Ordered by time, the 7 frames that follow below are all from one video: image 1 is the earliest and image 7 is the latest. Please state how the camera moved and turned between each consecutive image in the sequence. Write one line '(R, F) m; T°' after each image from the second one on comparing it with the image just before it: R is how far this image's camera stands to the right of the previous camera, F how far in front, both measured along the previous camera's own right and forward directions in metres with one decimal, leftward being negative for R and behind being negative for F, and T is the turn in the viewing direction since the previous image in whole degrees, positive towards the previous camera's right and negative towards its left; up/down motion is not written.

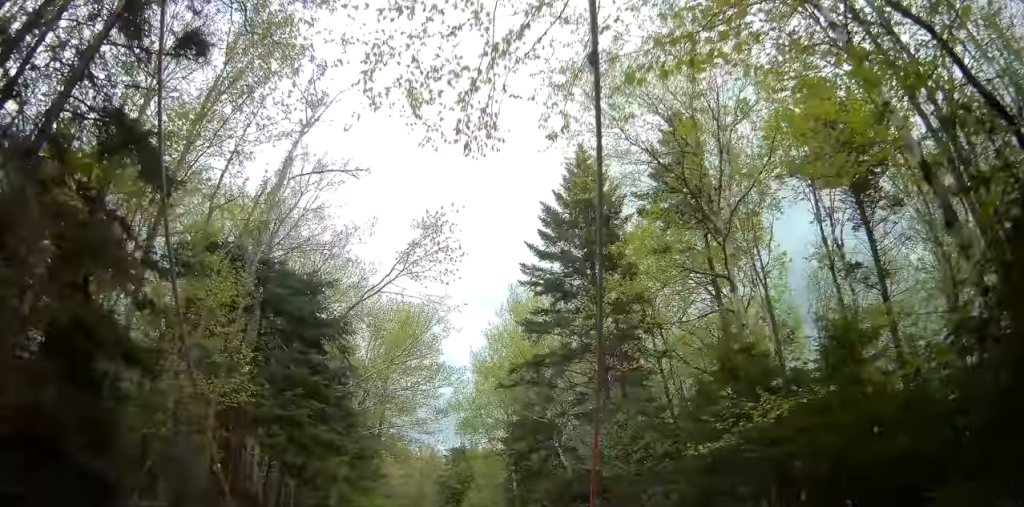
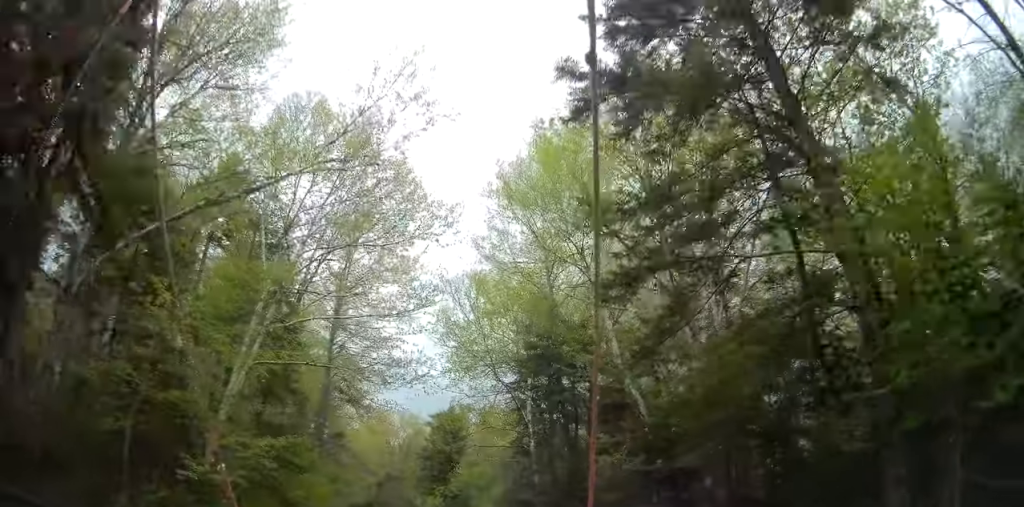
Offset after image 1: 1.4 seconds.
(+0.5, +12.6) m; +3°
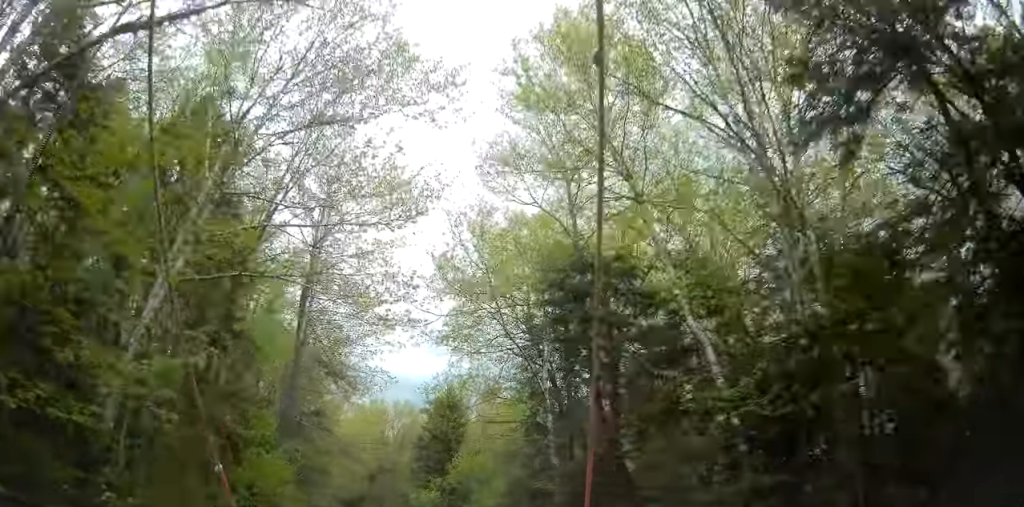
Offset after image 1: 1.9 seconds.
(0.0, +4.7) m; 0°
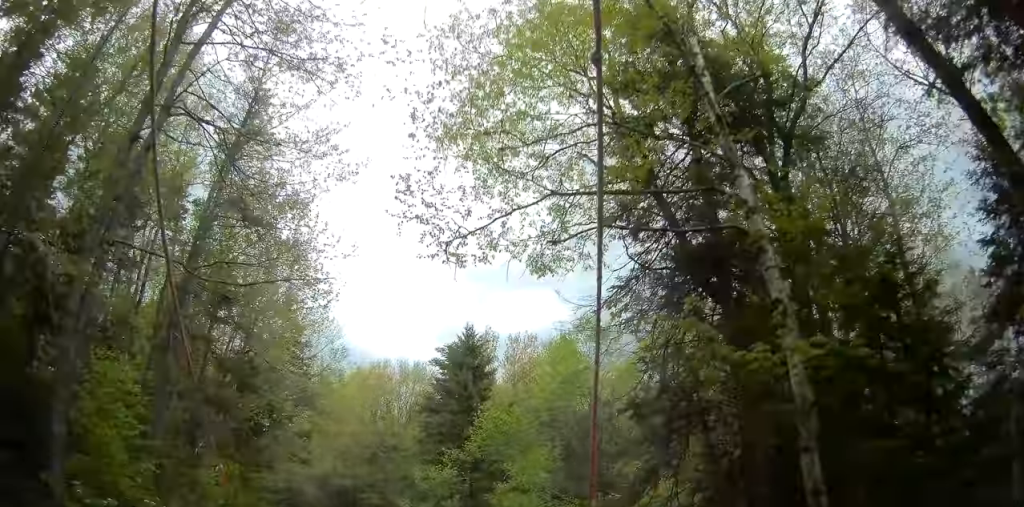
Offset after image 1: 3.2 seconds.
(-0.4, +12.6) m; -2°
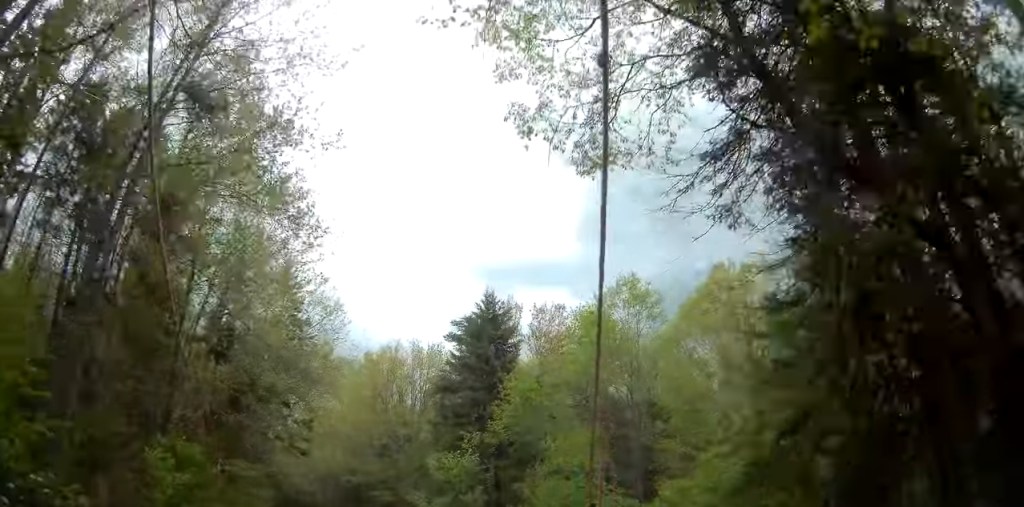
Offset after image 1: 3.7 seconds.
(-0.2, +4.5) m; 0°
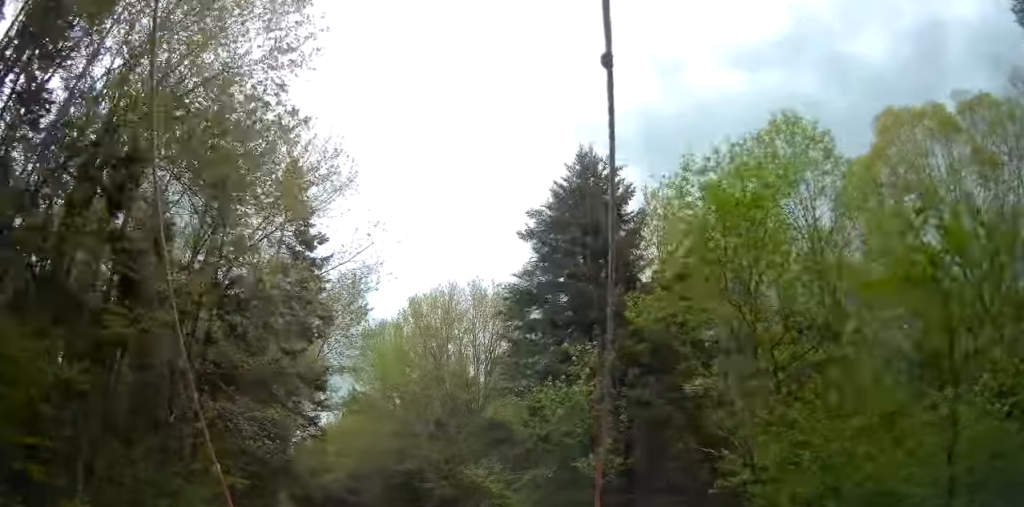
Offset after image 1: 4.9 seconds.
(+0.4, +11.5) m; -1°
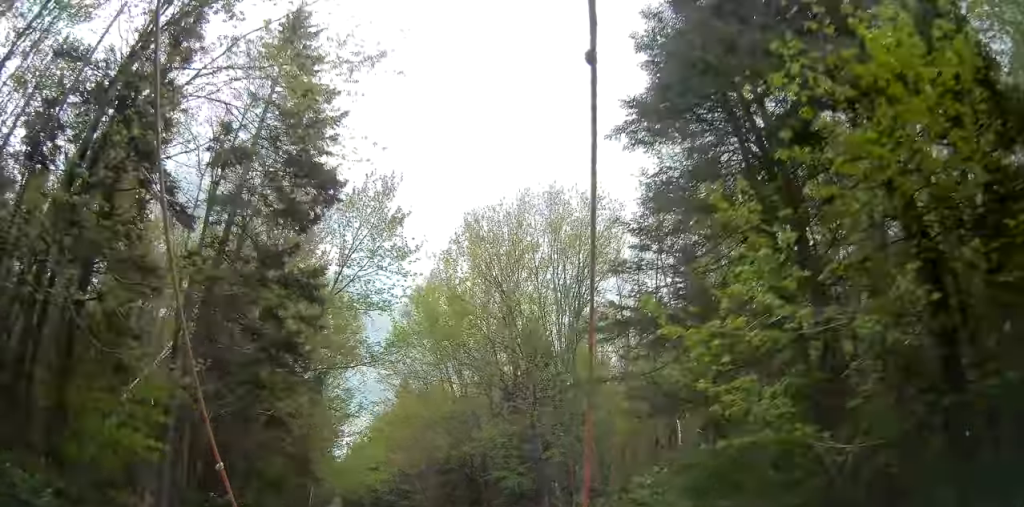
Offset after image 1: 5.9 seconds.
(-0.6, +10.0) m; -8°
